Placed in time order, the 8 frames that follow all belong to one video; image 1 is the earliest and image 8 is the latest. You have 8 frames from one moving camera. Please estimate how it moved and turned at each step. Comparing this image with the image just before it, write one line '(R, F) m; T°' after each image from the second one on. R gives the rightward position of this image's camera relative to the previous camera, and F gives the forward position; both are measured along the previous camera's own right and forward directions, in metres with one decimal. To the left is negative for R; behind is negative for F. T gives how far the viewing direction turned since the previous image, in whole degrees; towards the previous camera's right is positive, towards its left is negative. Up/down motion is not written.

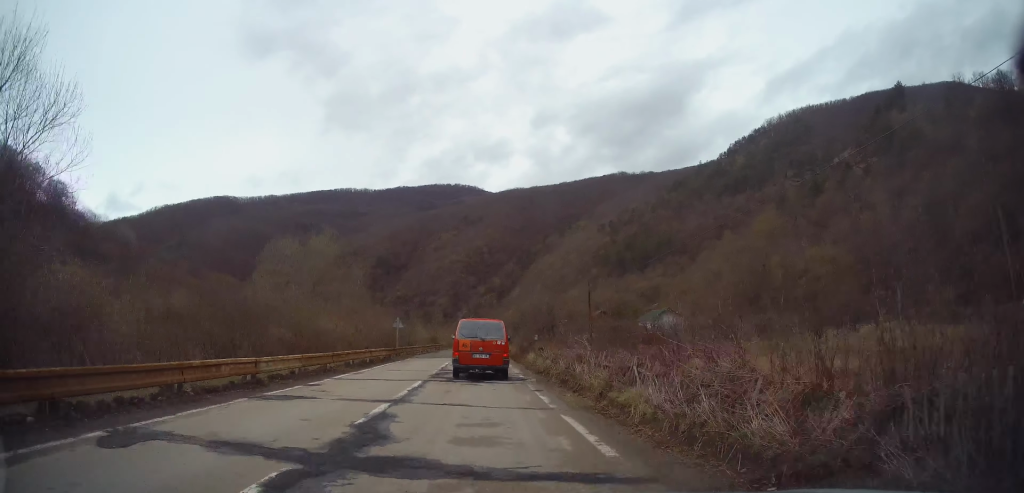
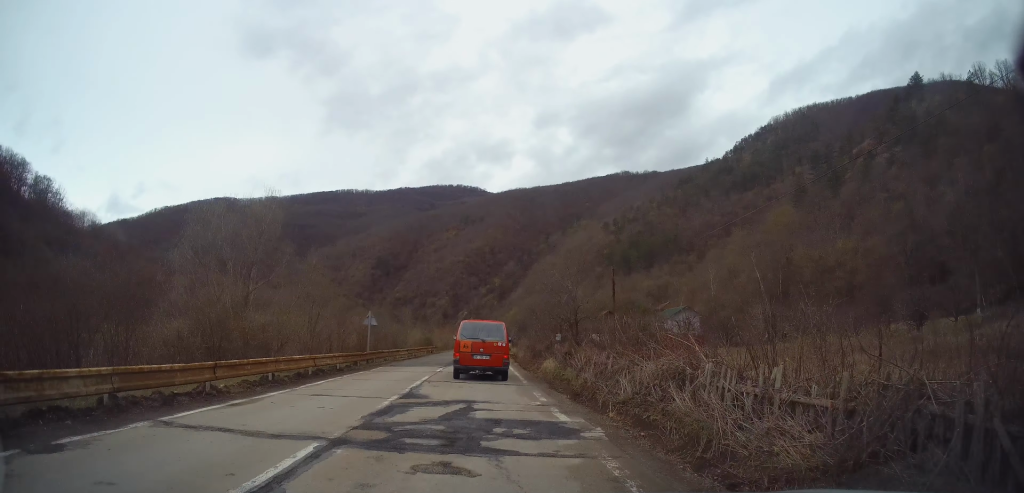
(0.0, +9.7) m; +1°
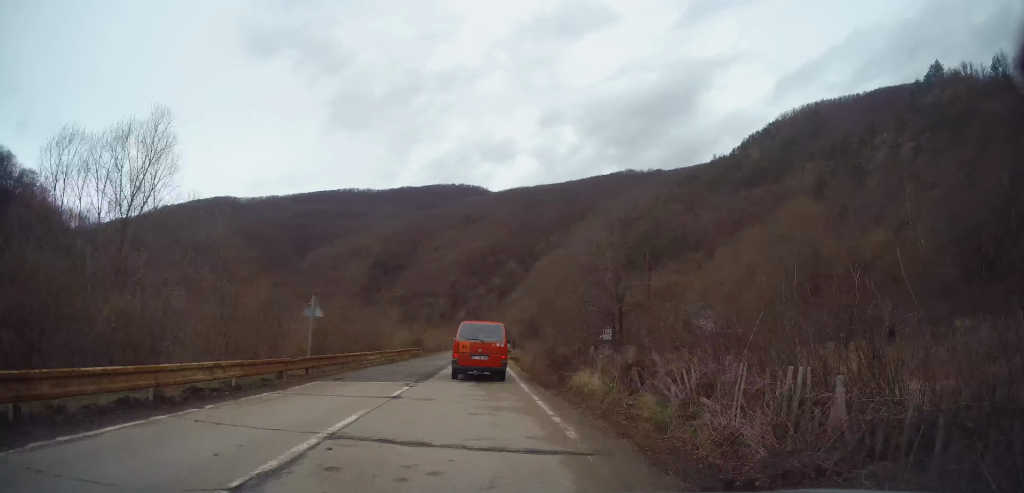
(+0.1, +9.8) m; +1°
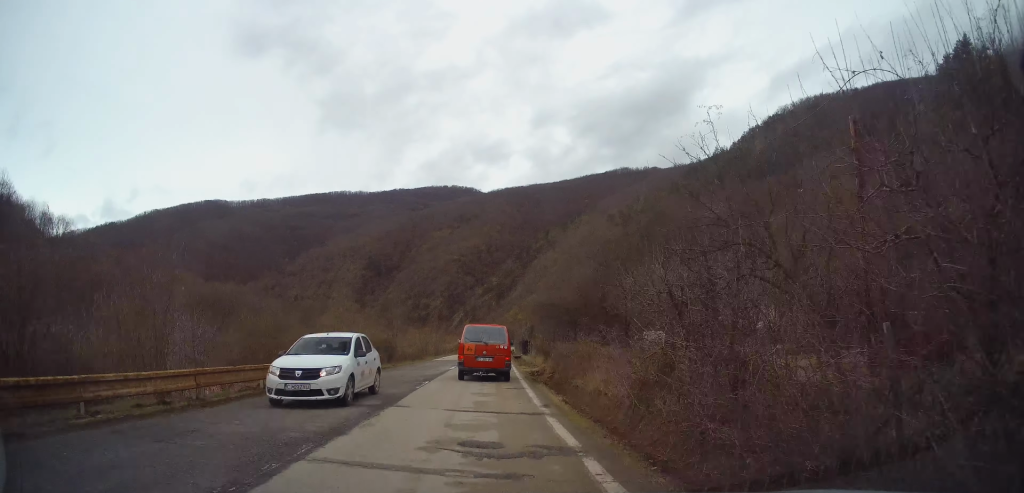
(-0.3, +21.7) m; -2°
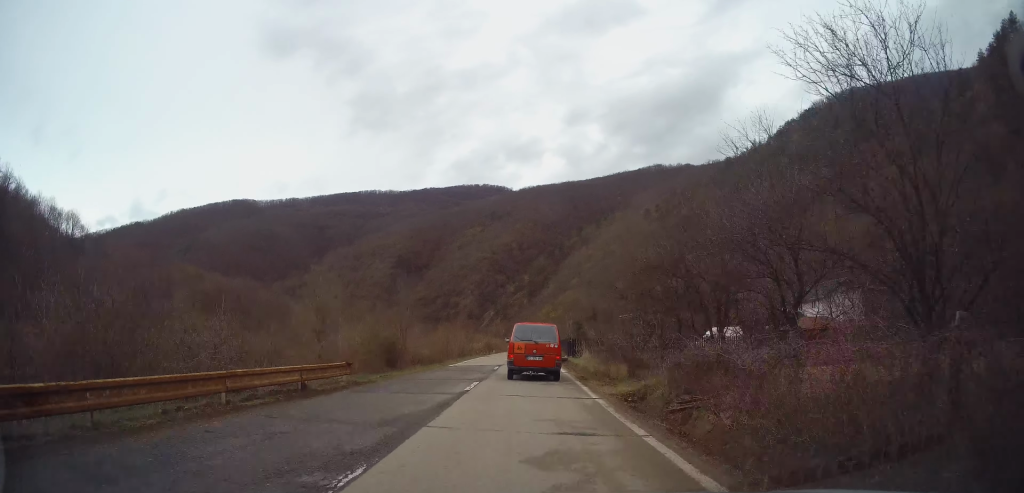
(+0.1, +12.5) m; +1°
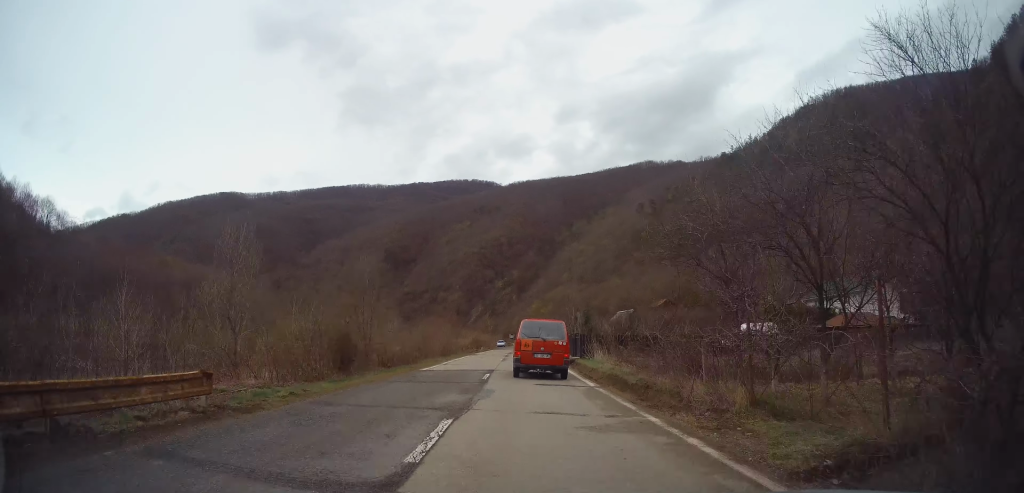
(0.0, +8.6) m; +1°
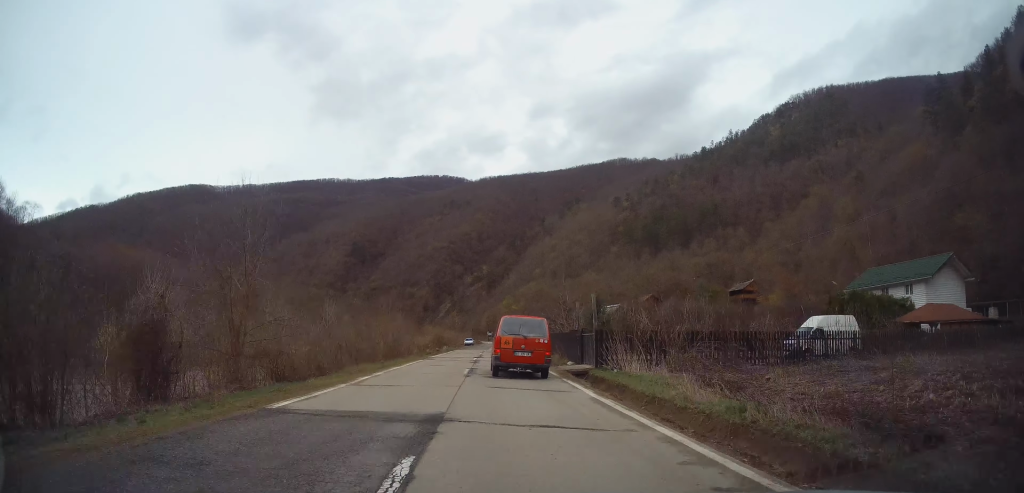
(+0.1, +13.6) m; +2°
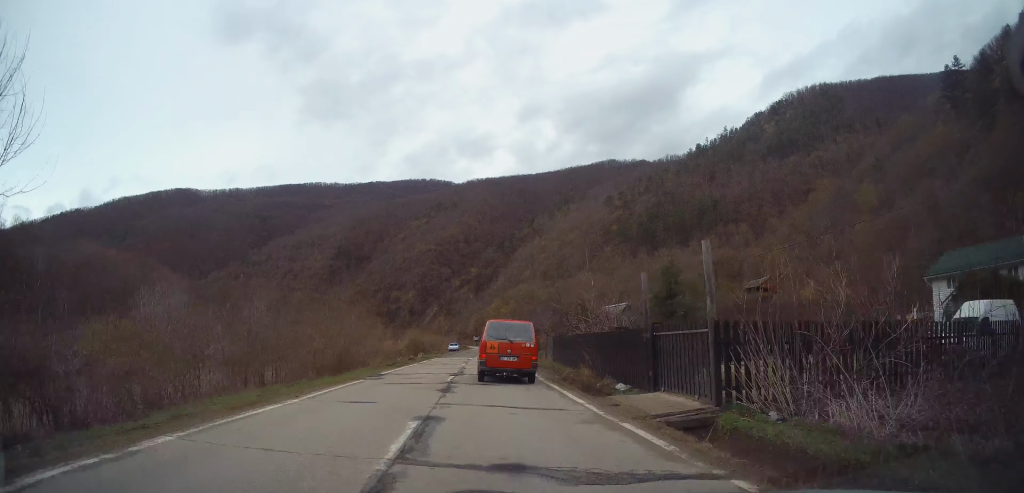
(+0.3, +12.7) m; +2°
